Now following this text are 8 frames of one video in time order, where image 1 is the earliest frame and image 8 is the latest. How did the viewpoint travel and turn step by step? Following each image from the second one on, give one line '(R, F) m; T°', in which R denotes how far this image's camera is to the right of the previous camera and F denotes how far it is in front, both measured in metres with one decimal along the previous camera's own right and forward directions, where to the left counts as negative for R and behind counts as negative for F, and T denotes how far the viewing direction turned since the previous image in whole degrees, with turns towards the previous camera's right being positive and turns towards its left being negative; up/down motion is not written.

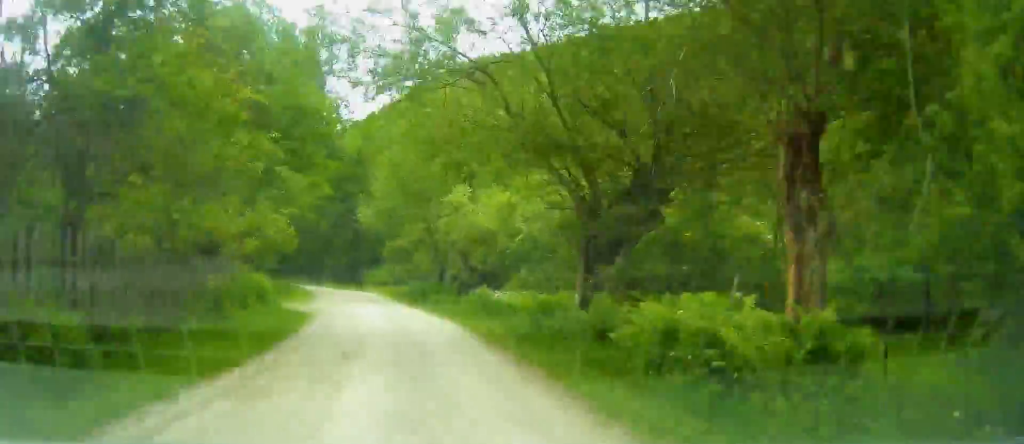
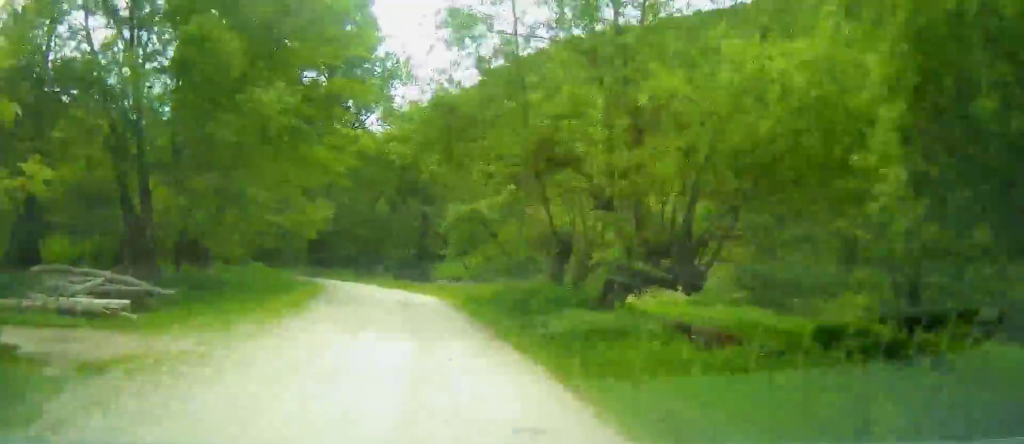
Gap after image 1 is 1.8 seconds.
(-1.5, +17.5) m; -8°
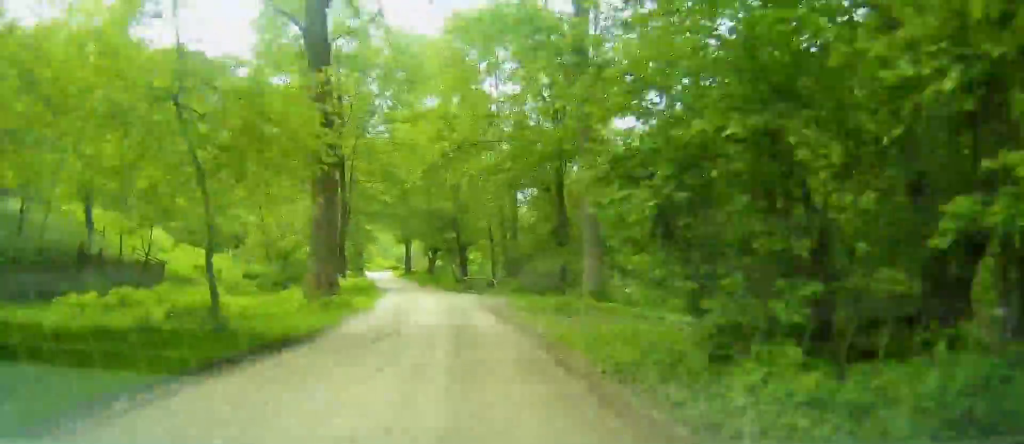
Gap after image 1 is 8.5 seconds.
(-13.5, +65.0) m; -19°
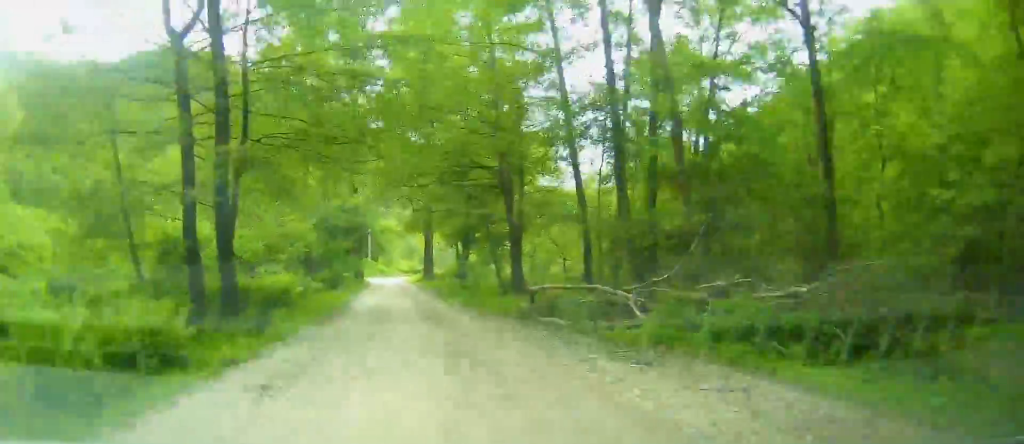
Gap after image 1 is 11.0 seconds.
(-0.8, +25.6) m; -4°
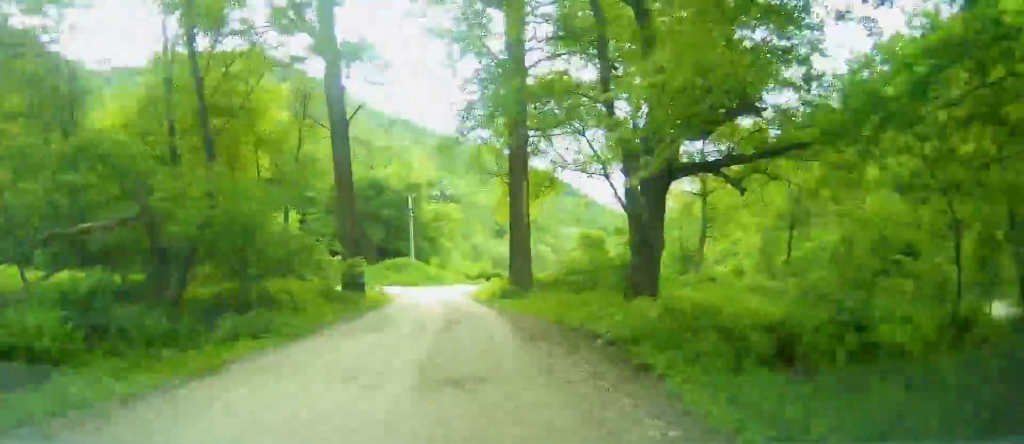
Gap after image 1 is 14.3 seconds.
(-1.8, +32.0) m; +2°
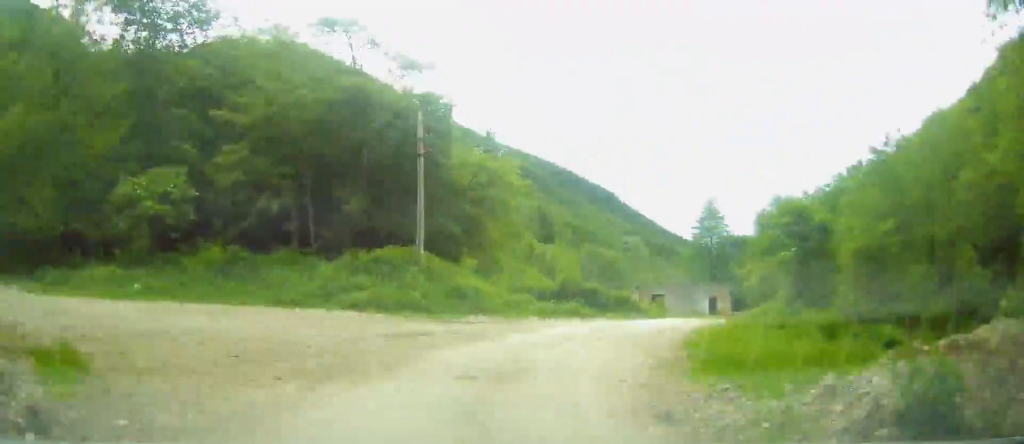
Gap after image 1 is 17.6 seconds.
(+2.3, +31.2) m; +12°
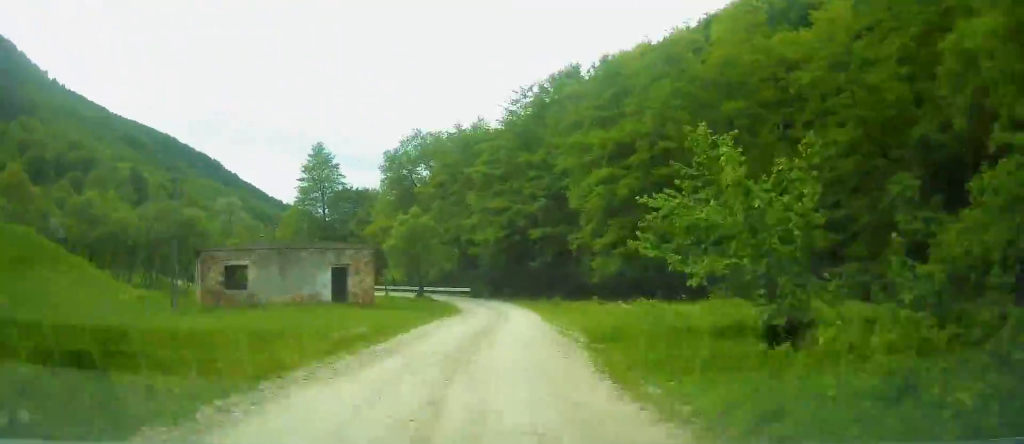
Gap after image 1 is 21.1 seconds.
(+4.6, +31.8) m; +8°
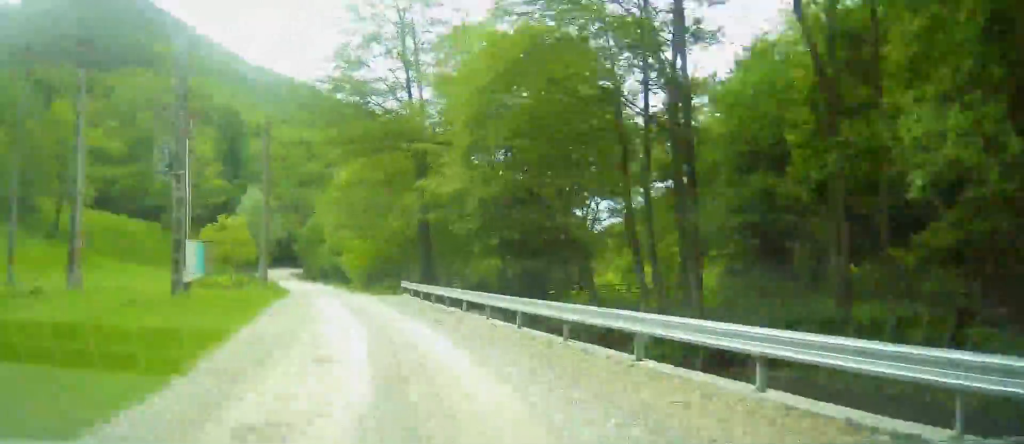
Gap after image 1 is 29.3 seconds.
(-9.9, +72.4) m; -25°
